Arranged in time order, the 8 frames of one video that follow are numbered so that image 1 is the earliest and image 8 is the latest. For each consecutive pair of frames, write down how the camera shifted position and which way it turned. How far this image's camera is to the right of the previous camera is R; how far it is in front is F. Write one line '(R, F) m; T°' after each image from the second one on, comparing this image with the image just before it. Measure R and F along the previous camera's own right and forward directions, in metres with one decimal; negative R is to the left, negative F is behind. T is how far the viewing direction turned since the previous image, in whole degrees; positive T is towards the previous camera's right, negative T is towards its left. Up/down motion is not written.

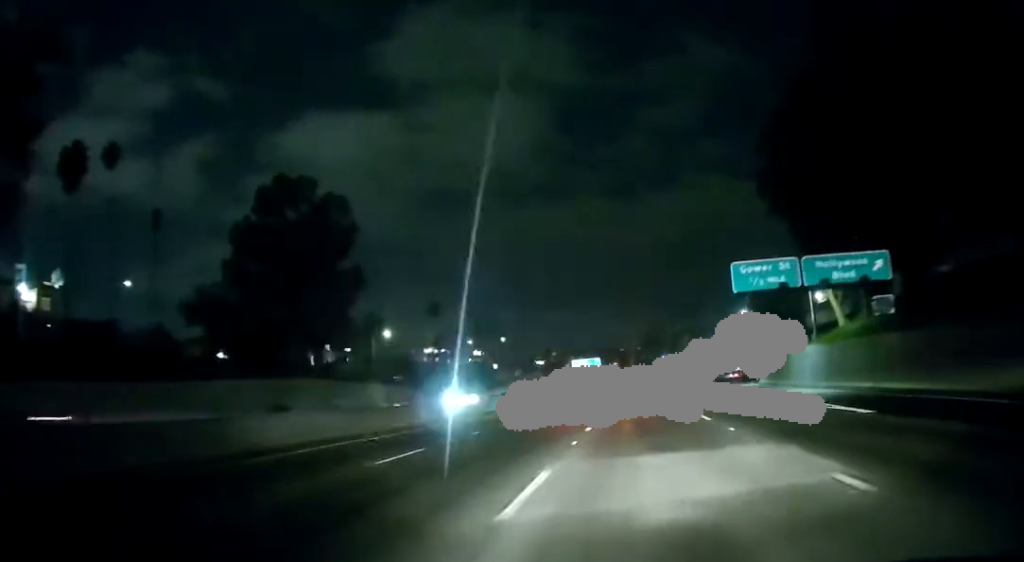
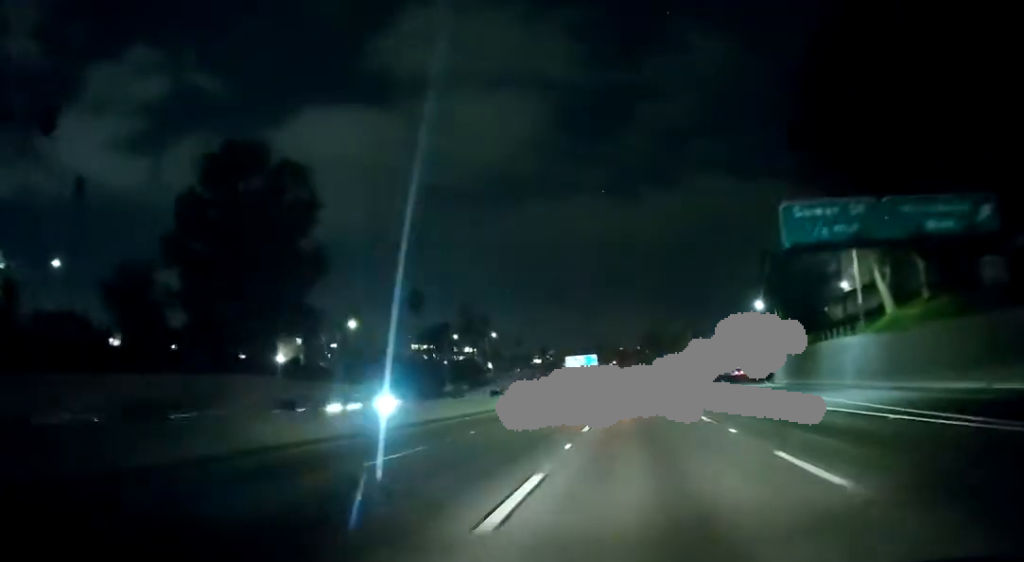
(0.0, +14.5) m; 0°
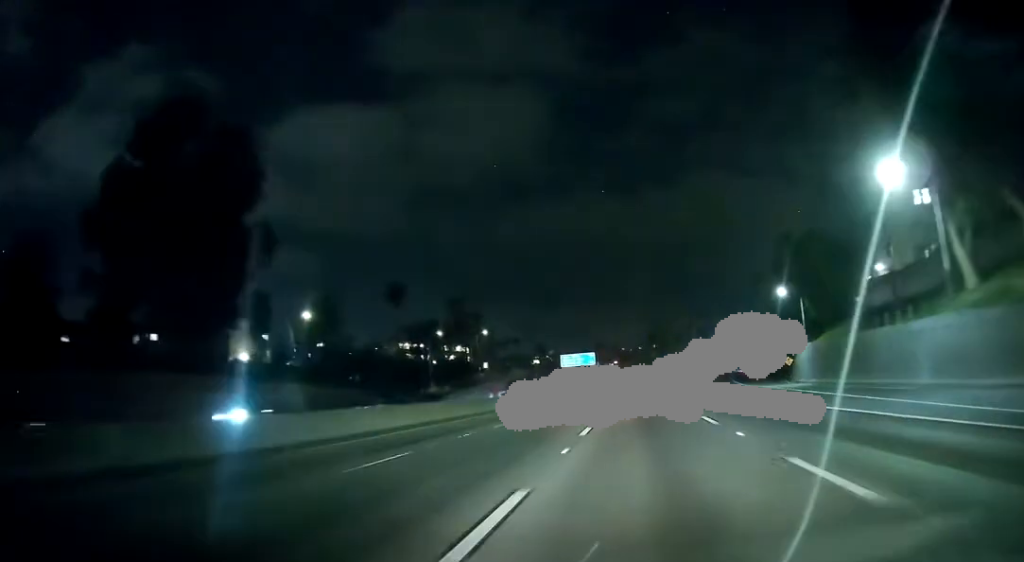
(0.0, +16.2) m; 0°
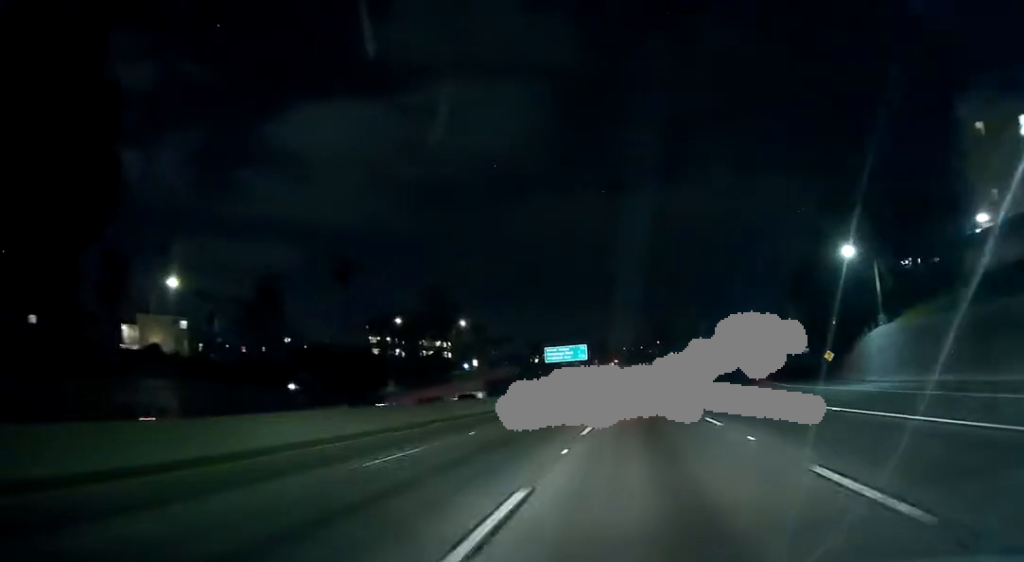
(0.0, +29.3) m; 0°
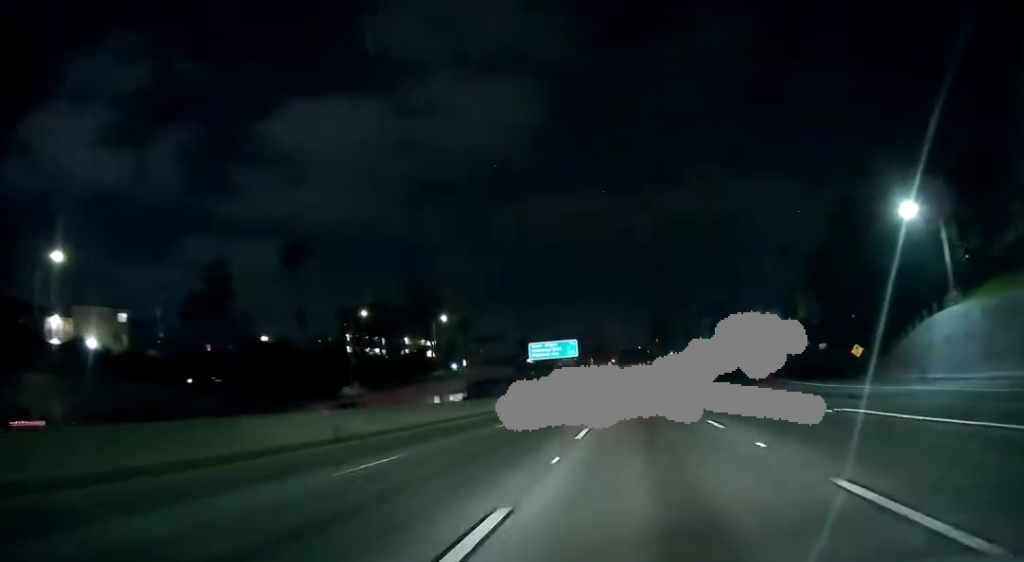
(0.0, +14.7) m; 0°
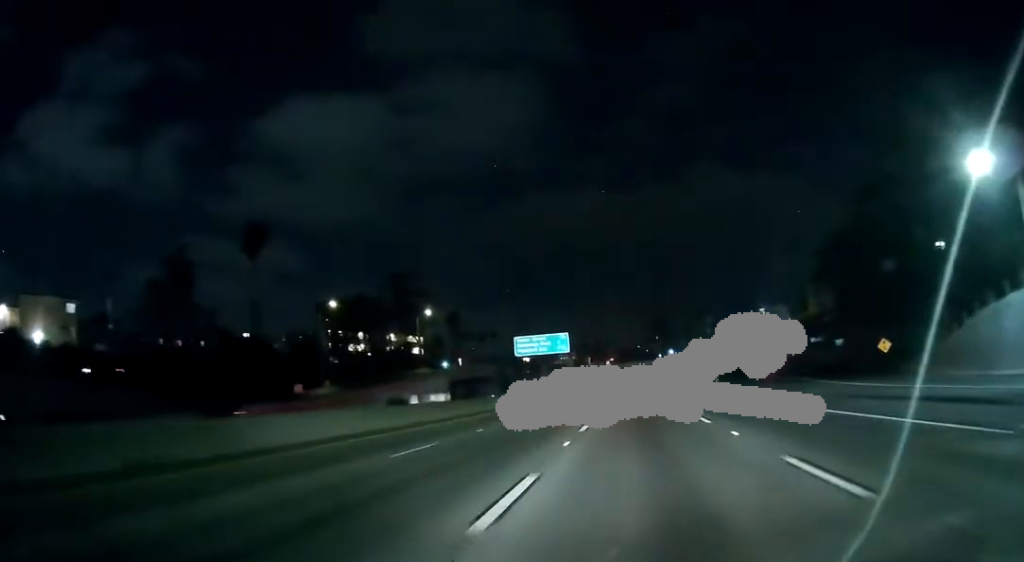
(0.0, +12.2) m; 0°
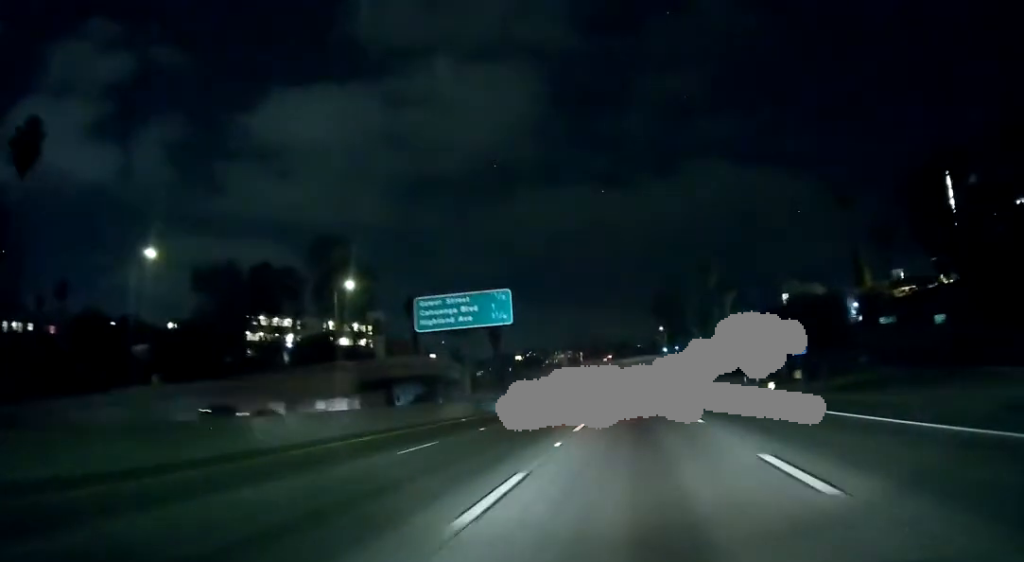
(+0.2, +42.9) m; 0°
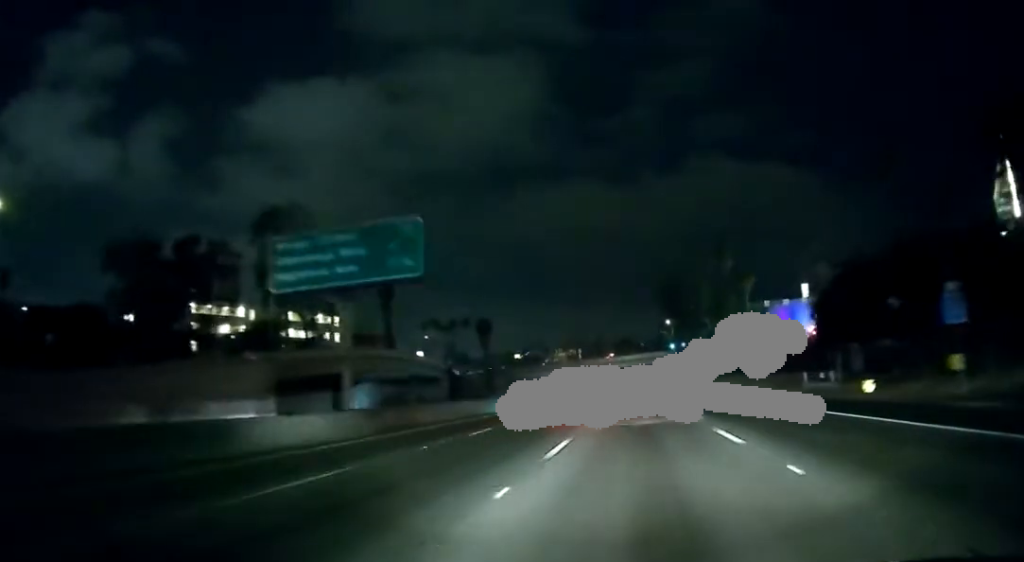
(0.0, +22.6) m; 0°
